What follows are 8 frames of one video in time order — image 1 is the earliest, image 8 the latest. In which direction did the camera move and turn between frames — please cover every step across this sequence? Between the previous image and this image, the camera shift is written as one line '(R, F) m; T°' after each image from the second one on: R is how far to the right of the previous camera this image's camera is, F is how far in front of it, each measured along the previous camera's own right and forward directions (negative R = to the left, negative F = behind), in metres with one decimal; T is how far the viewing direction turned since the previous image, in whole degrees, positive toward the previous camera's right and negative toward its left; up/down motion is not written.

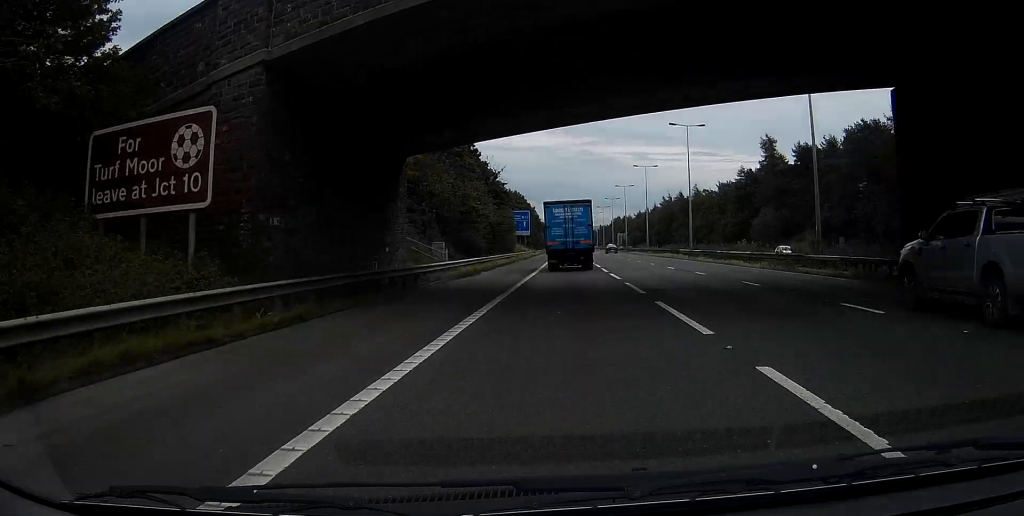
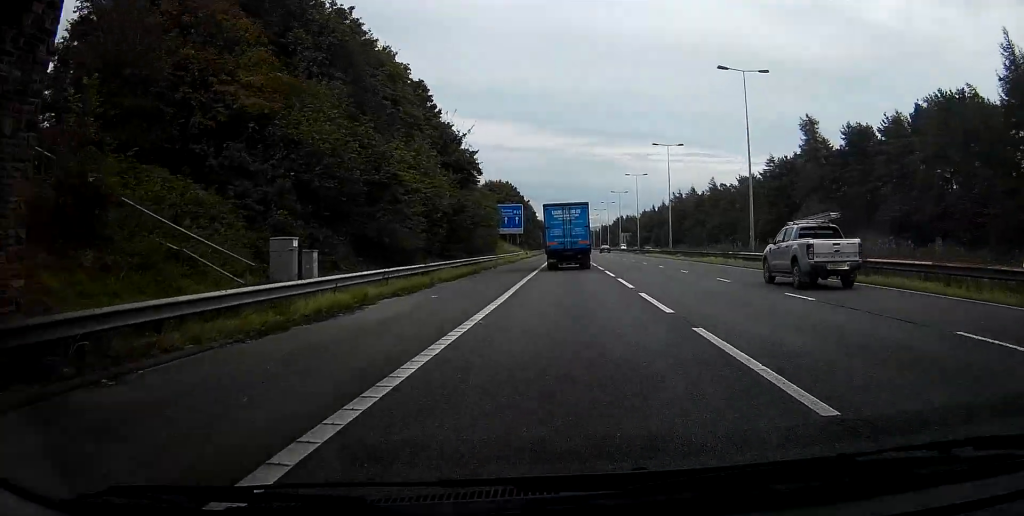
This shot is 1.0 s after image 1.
(0.0, +22.5) m; 0°
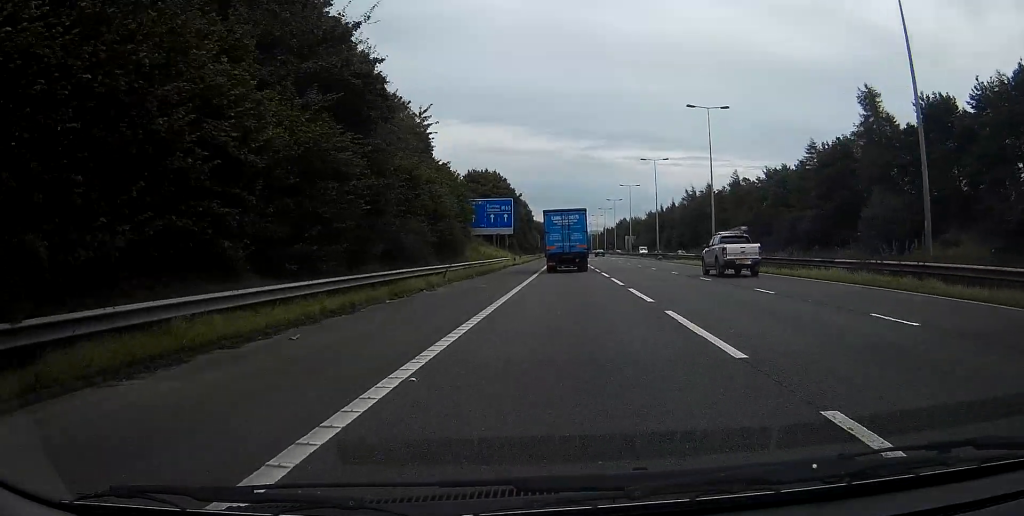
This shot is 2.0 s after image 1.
(0.0, +23.1) m; 0°
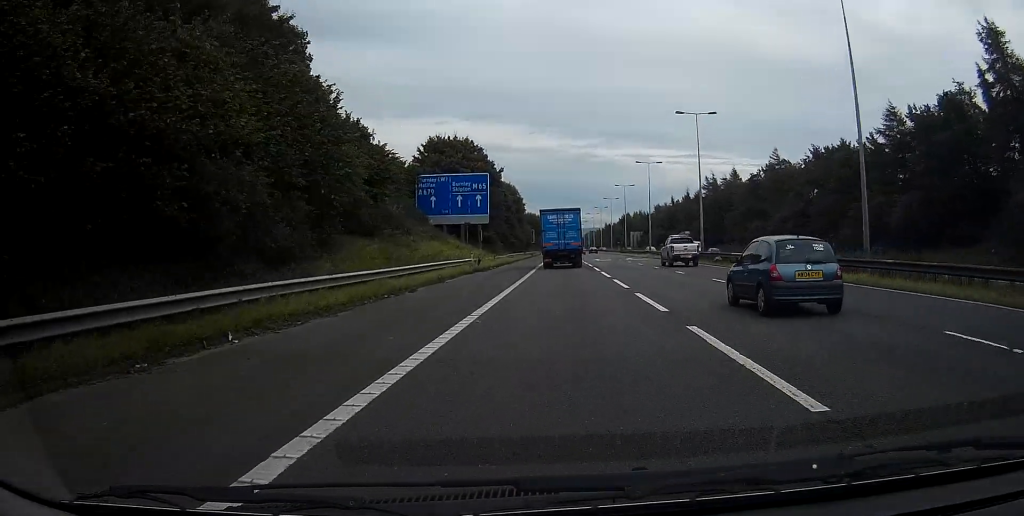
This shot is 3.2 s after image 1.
(0.0, +29.7) m; 0°
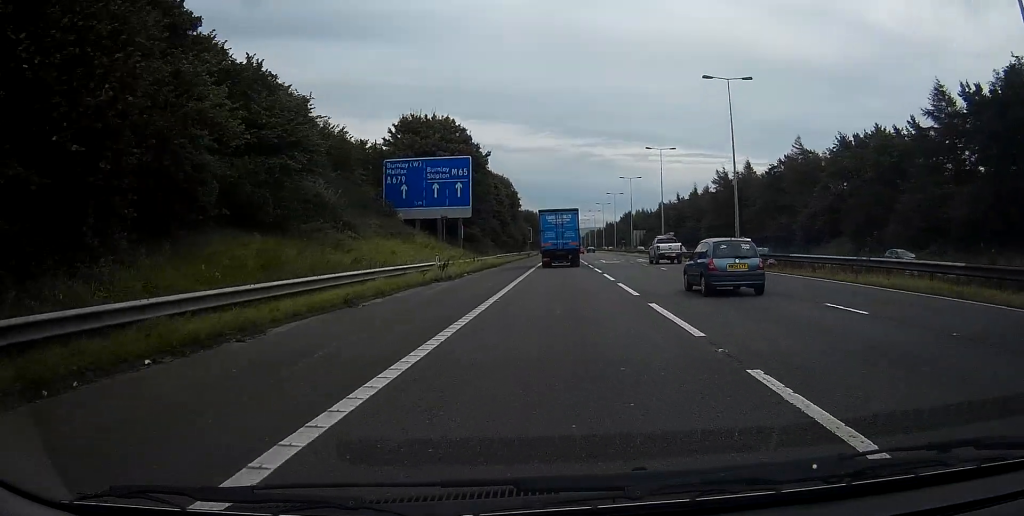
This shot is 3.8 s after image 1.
(0.0, +12.7) m; 0°
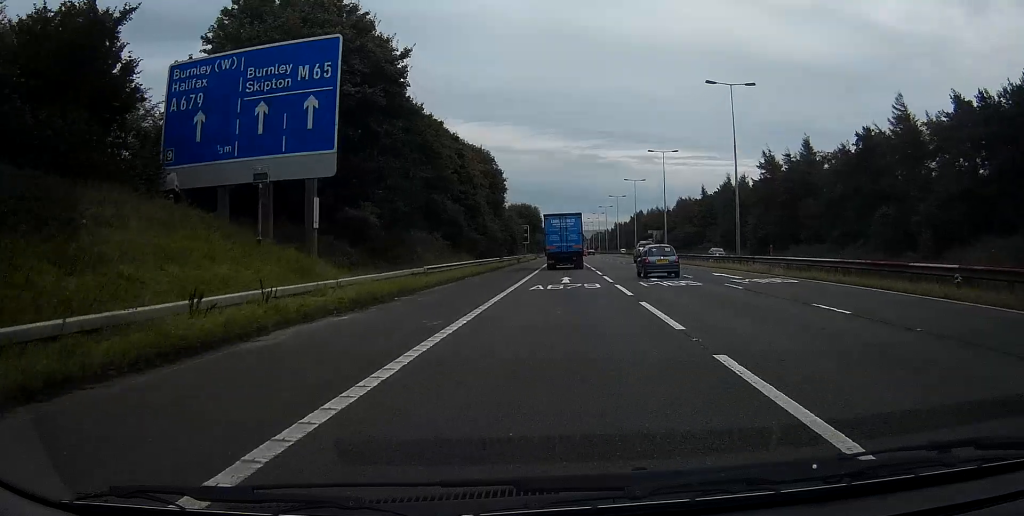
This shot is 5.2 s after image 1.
(-0.1, +34.8) m; 0°
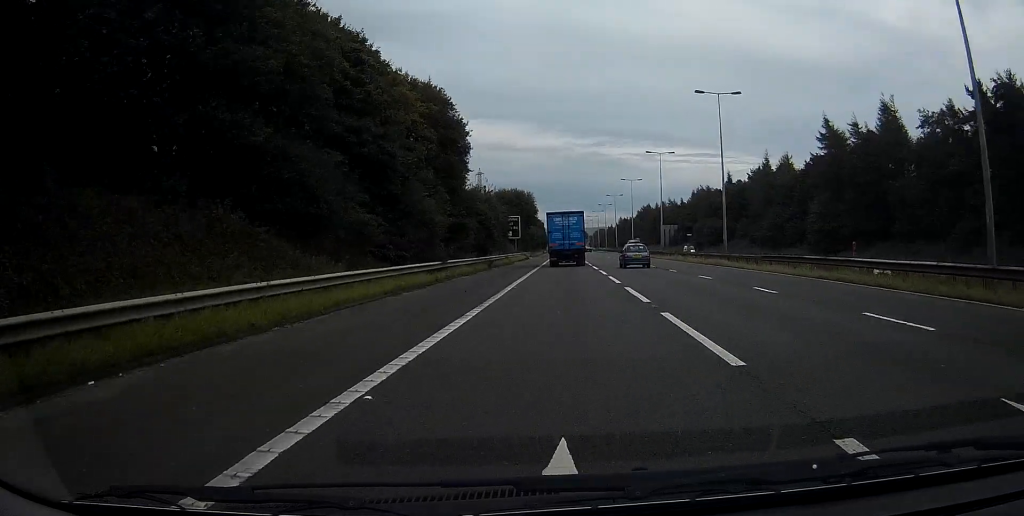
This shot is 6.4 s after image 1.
(+0.1, +30.5) m; 0°
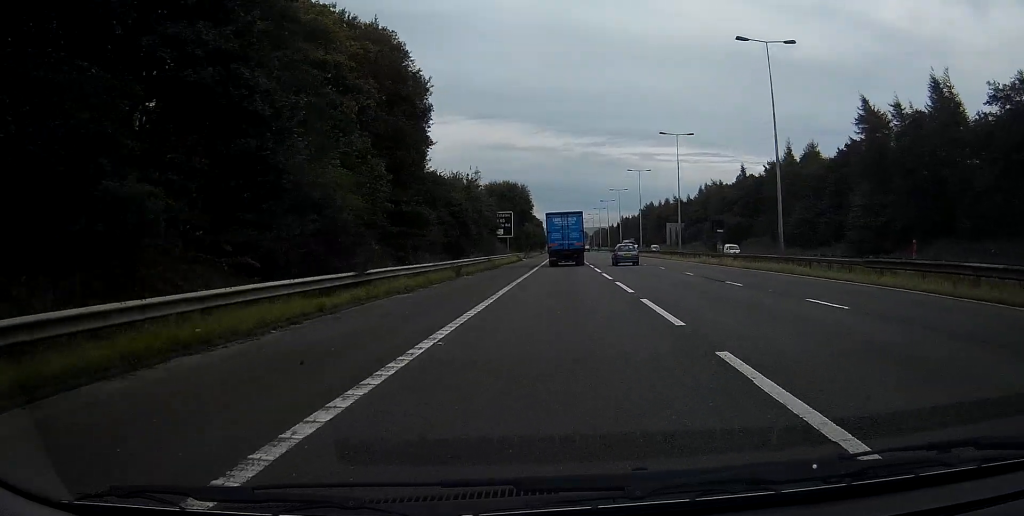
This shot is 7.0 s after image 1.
(0.0, +14.1) m; 0°
